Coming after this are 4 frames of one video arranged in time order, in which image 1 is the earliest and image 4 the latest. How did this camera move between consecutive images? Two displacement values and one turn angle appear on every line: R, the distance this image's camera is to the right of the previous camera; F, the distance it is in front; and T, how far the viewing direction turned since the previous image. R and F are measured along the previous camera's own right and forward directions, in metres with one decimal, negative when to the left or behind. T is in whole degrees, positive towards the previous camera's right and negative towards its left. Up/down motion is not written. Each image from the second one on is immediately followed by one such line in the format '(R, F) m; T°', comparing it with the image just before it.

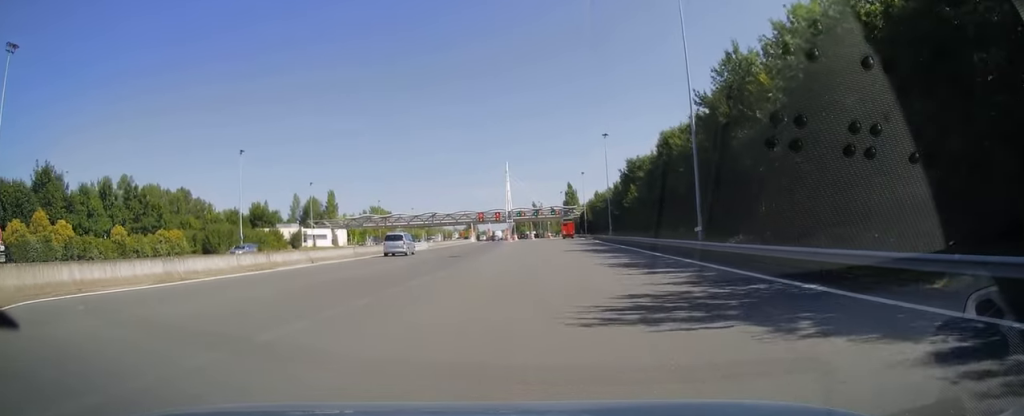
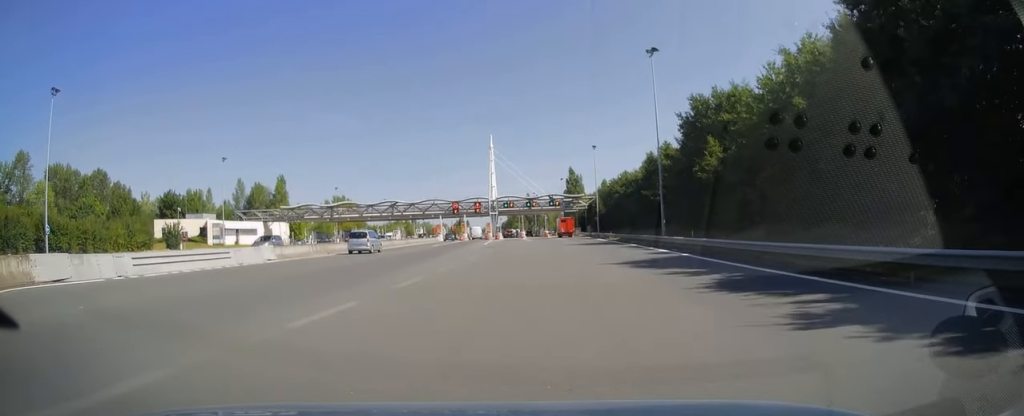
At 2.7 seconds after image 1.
(+0.1, +45.2) m; 0°
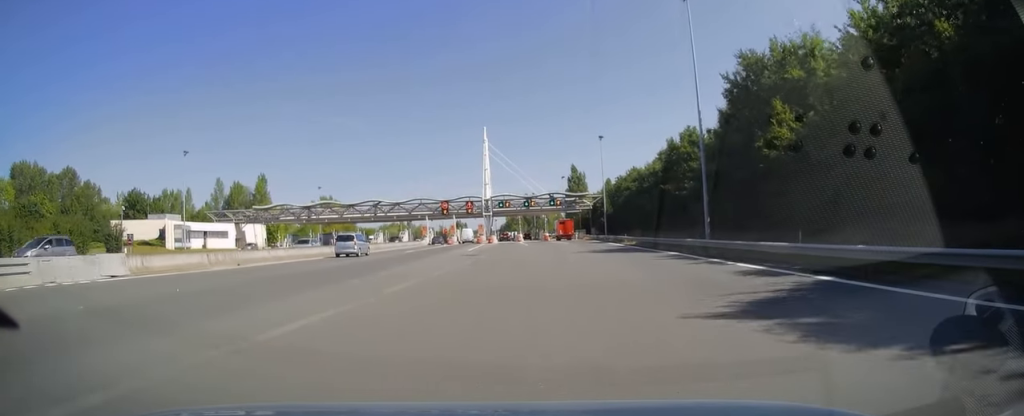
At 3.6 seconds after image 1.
(0.0, +14.2) m; 0°
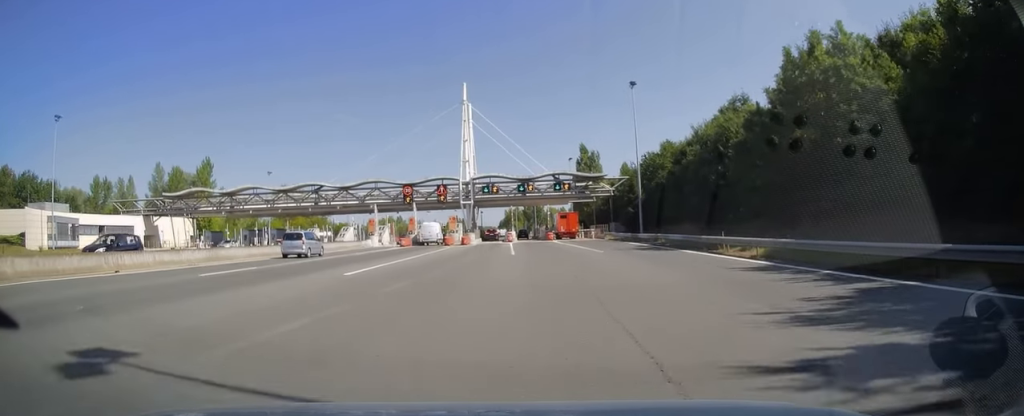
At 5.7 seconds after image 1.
(-0.1, +34.3) m; 0°
